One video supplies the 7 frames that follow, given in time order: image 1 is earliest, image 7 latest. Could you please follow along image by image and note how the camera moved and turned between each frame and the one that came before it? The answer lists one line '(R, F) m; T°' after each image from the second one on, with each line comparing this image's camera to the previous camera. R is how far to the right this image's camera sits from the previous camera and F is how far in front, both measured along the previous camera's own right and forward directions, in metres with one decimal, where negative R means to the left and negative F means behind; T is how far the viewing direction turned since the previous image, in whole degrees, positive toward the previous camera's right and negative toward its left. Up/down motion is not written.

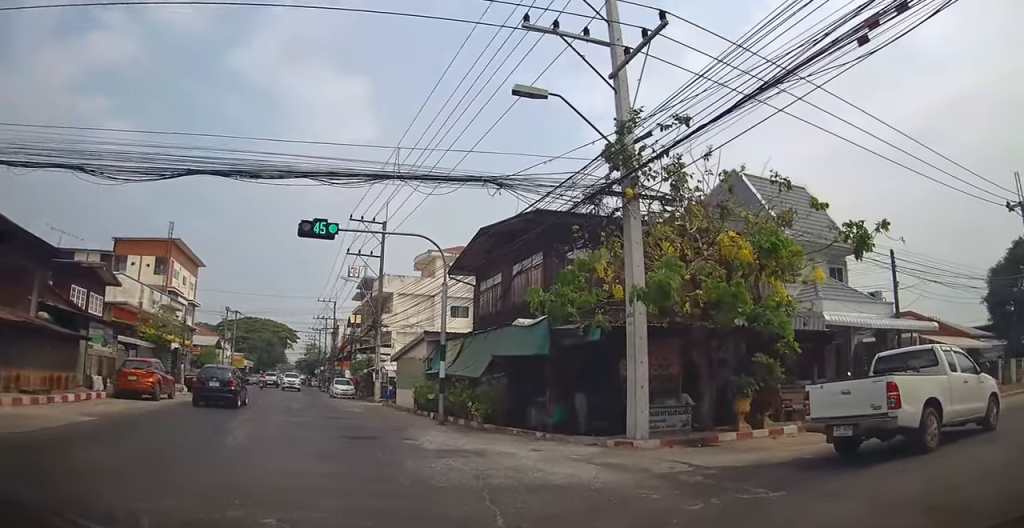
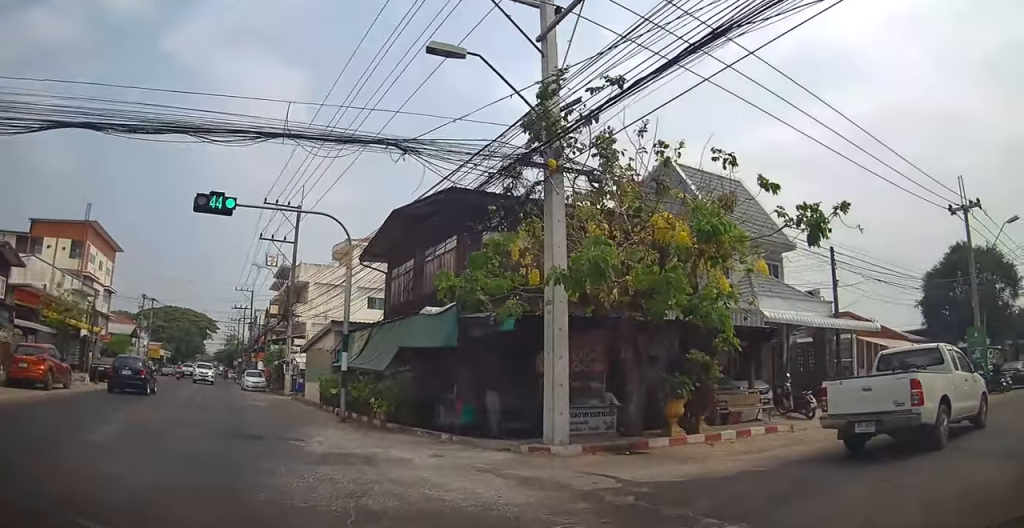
(+0.2, +1.6) m; +12°
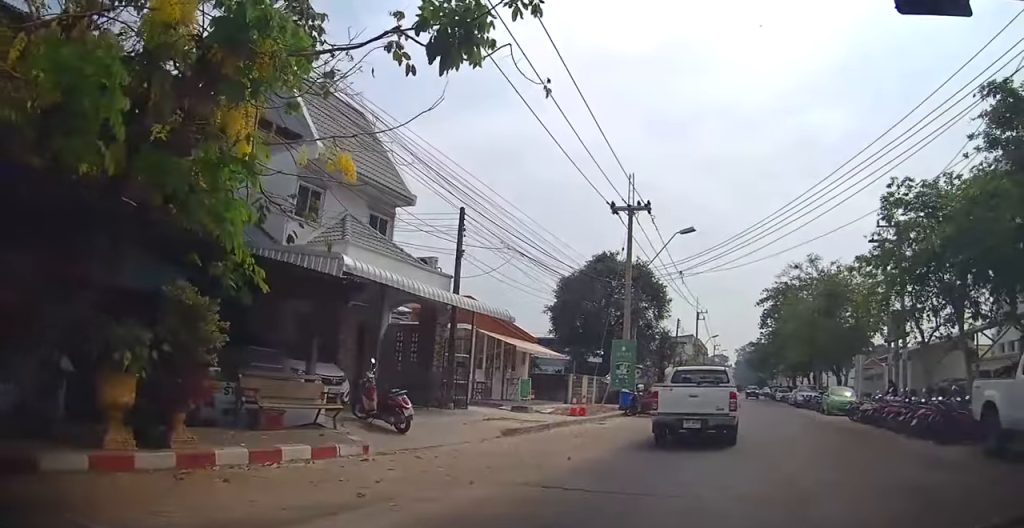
(+0.9, +5.7) m; +18°
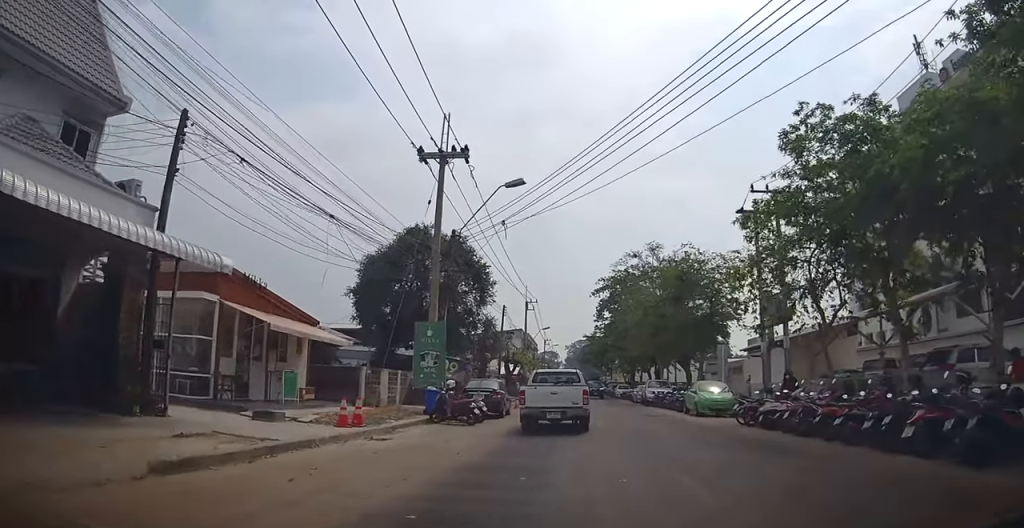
(+0.5, +5.2) m; +14°
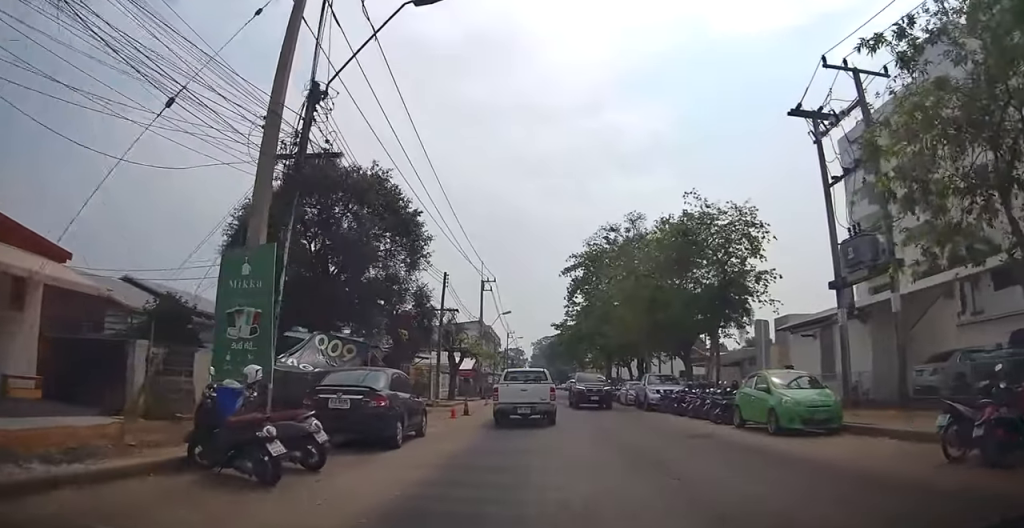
(+0.8, +9.3) m; +7°
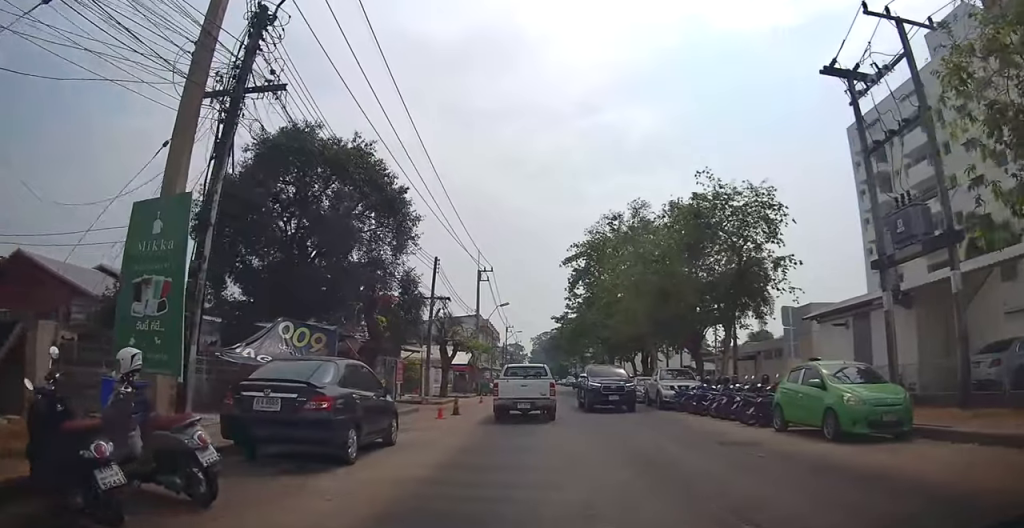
(+0.1, +2.4) m; +1°
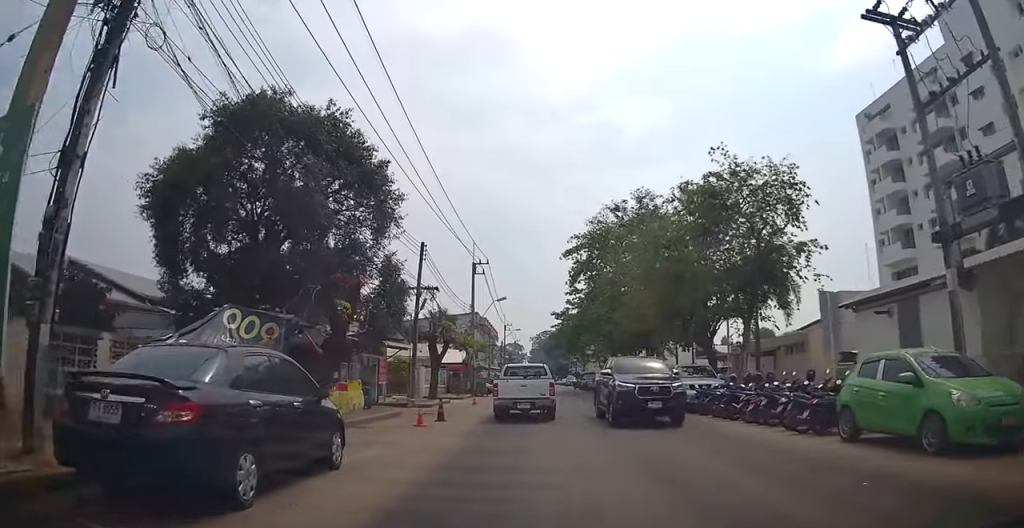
(+0.1, +2.7) m; 0°
